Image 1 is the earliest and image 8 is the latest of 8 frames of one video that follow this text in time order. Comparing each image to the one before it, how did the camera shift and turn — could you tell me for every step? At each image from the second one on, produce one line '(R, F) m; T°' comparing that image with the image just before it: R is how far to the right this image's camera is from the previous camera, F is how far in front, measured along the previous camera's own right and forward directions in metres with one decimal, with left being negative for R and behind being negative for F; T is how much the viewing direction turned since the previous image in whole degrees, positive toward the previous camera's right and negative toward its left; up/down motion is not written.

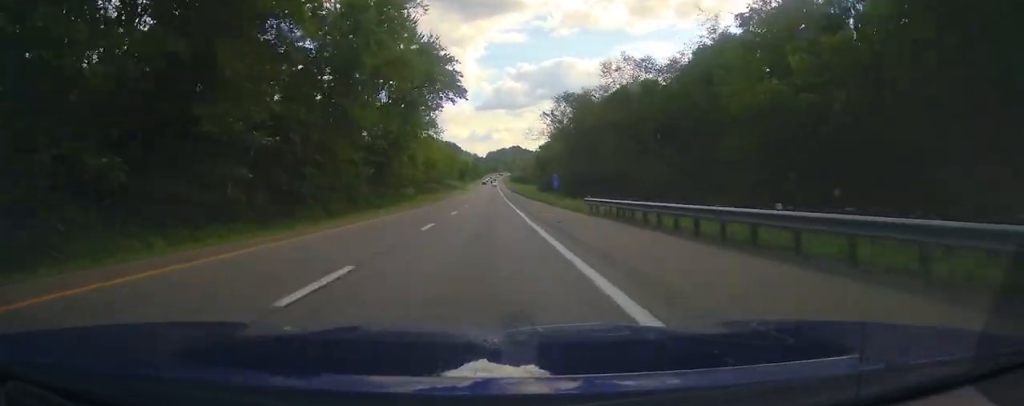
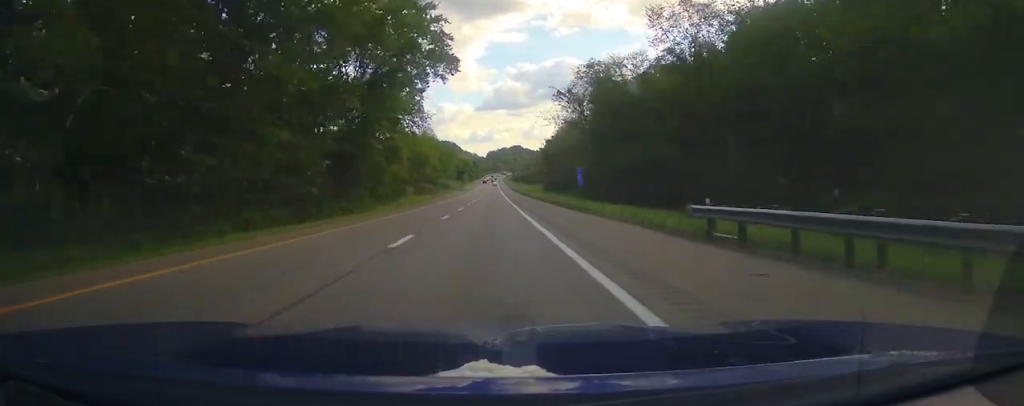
(0.0, +18.0) m; 0°
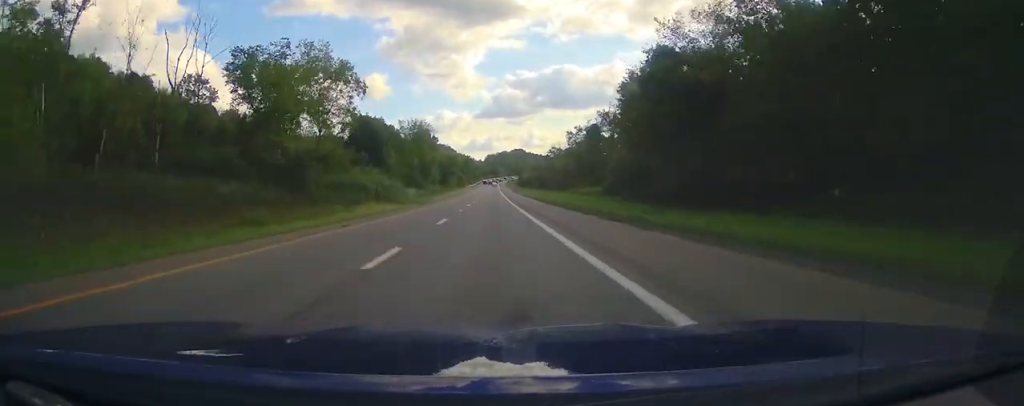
(+0.1, +88.4) m; 0°
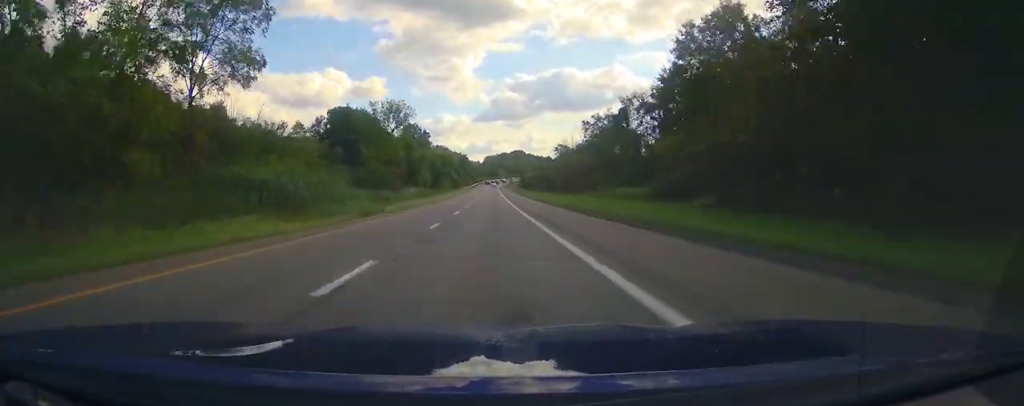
(0.0, +26.8) m; 0°
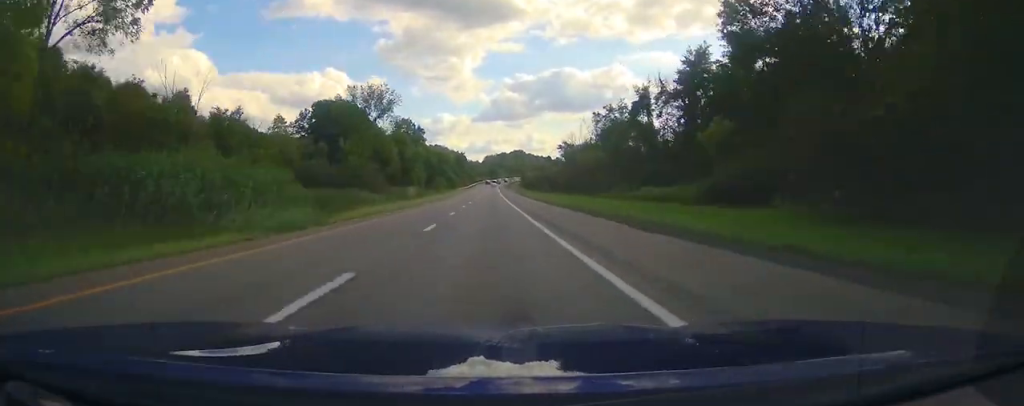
(0.0, +13.4) m; 0°
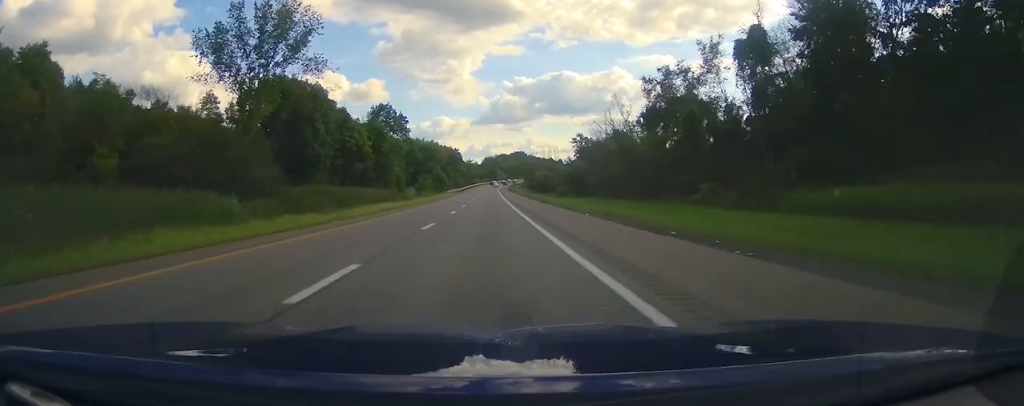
(0.0, +35.8) m; 0°
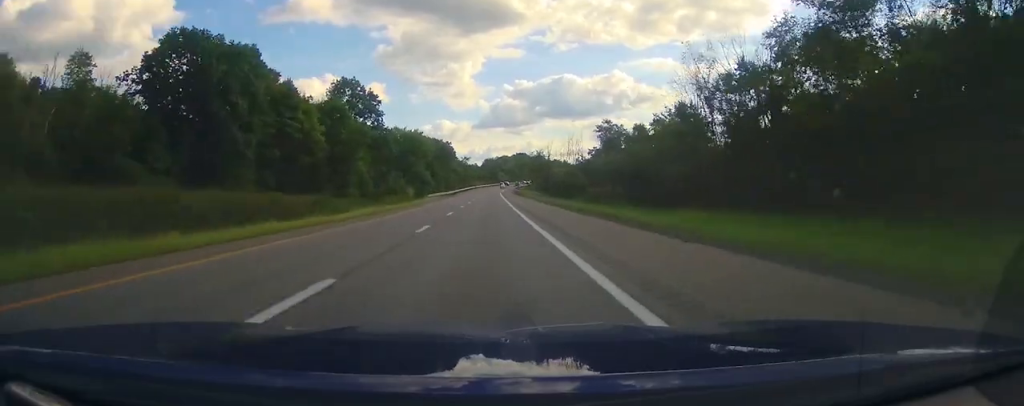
(0.0, +38.0) m; 0°
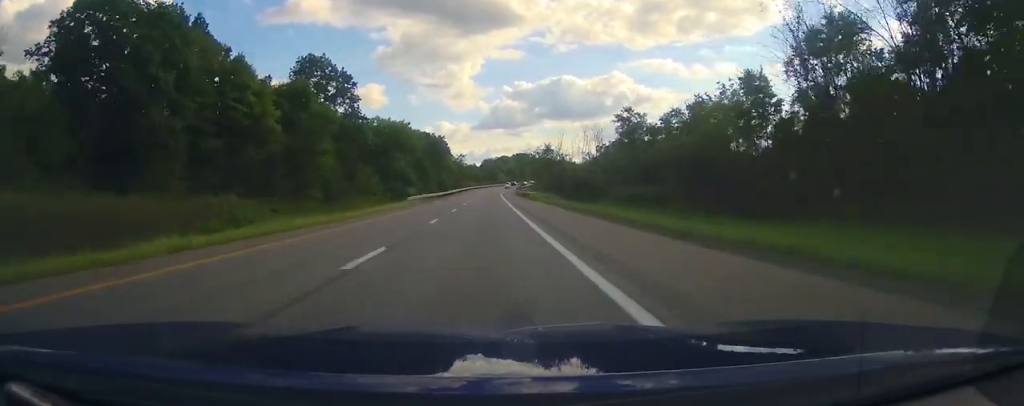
(0.0, +20.1) m; 0°
